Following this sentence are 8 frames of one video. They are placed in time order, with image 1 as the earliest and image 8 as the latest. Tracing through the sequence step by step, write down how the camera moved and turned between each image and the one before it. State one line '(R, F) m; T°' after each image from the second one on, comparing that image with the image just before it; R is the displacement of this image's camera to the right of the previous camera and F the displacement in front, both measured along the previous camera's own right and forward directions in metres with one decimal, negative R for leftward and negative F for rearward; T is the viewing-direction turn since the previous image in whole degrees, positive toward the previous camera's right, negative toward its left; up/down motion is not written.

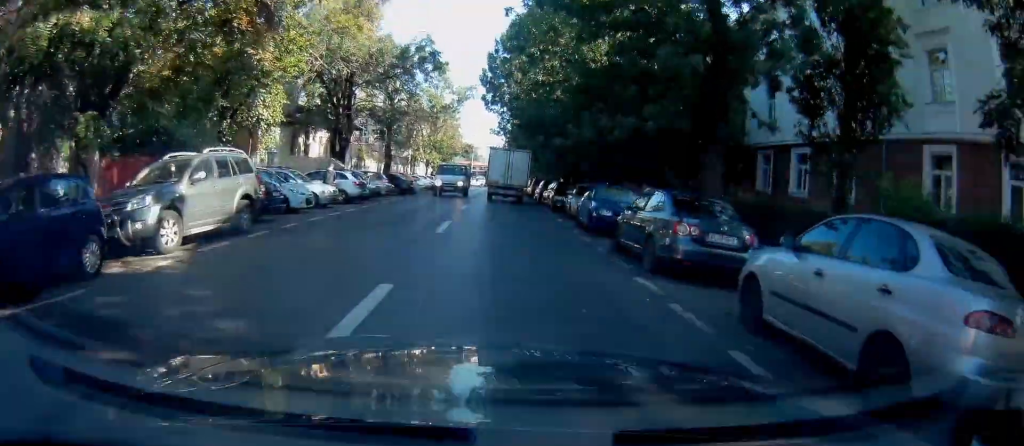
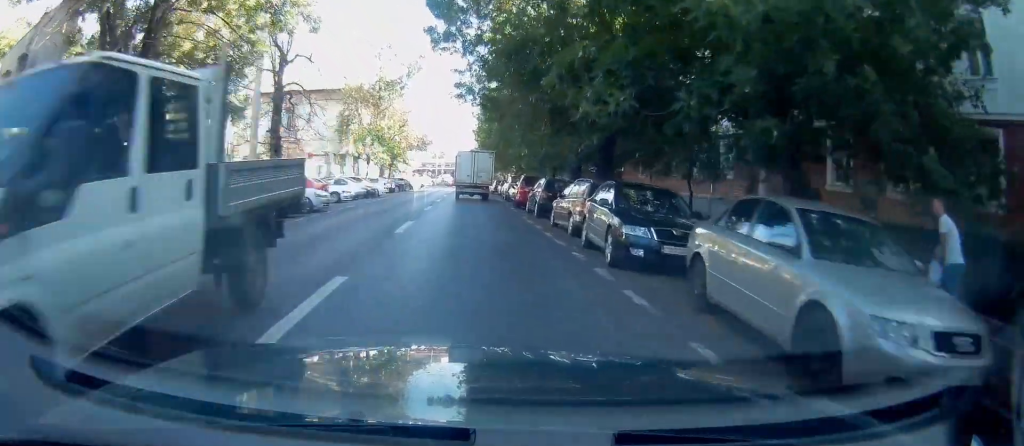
(+0.9, +16.7) m; +3°
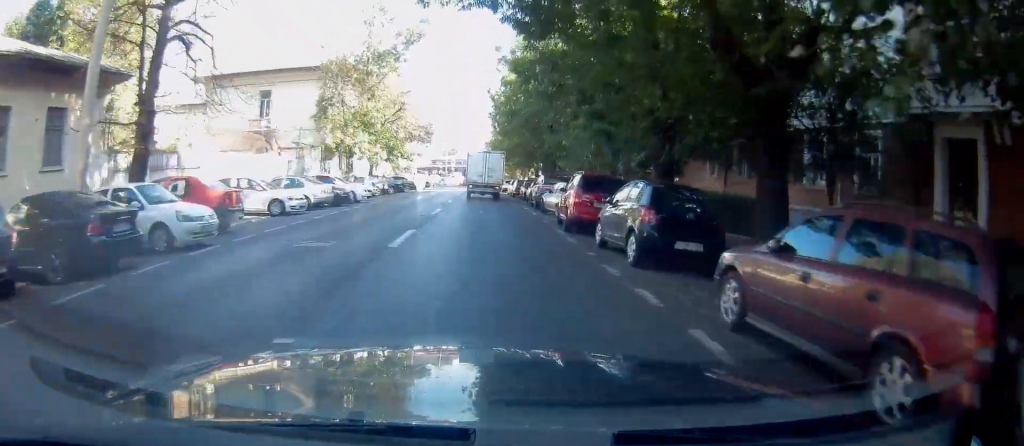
(+0.2, +11.0) m; +1°
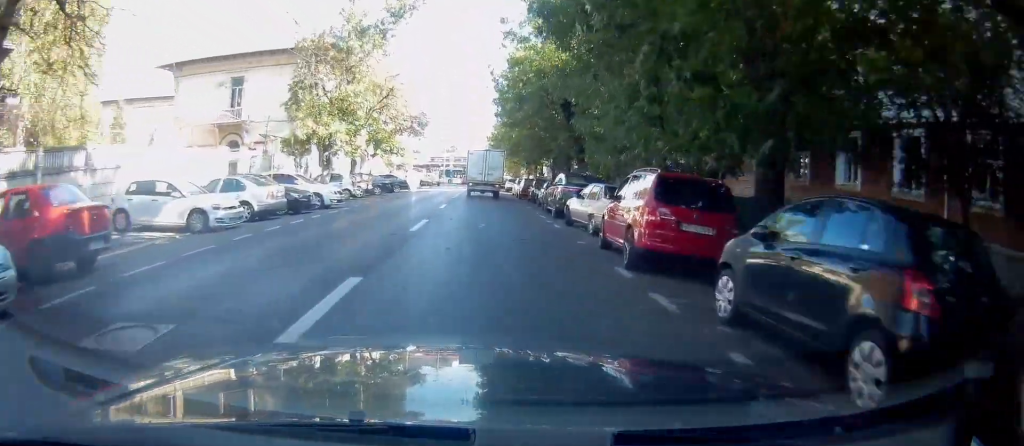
(+0.1, +6.1) m; +1°
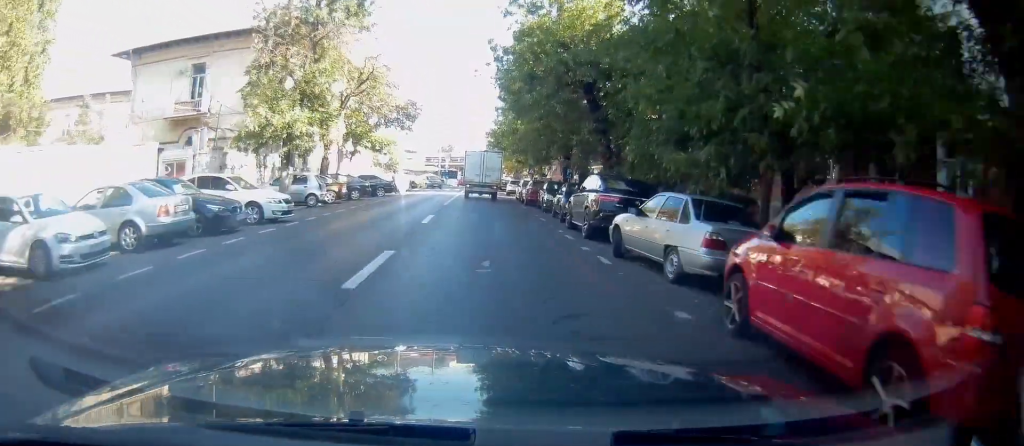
(0.0, +6.3) m; +1°
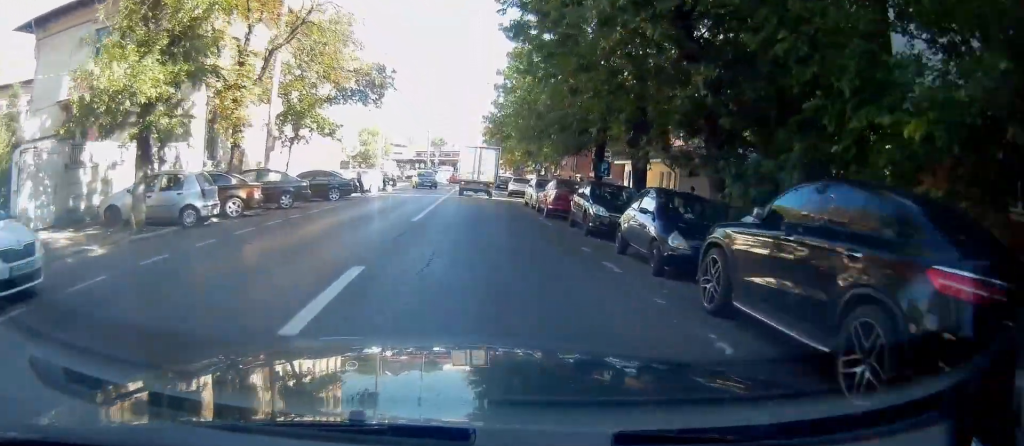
(+0.2, +11.2) m; +1°
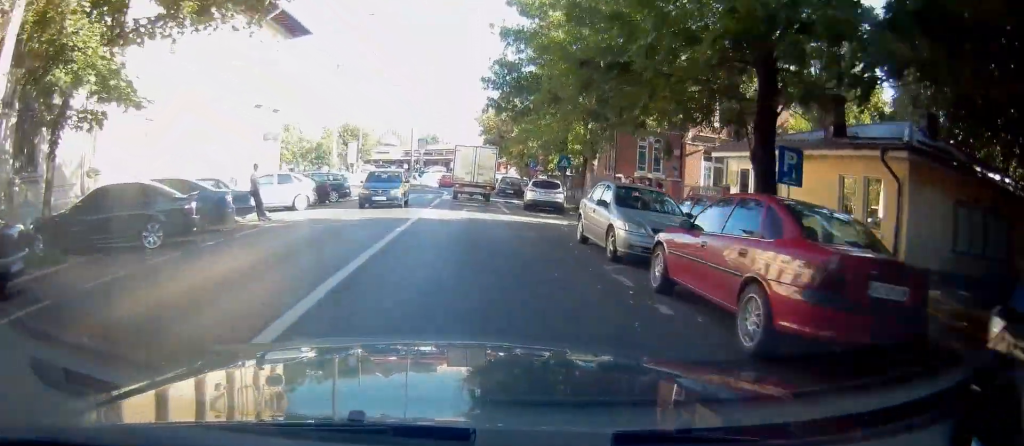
(0.0, +16.1) m; 0°
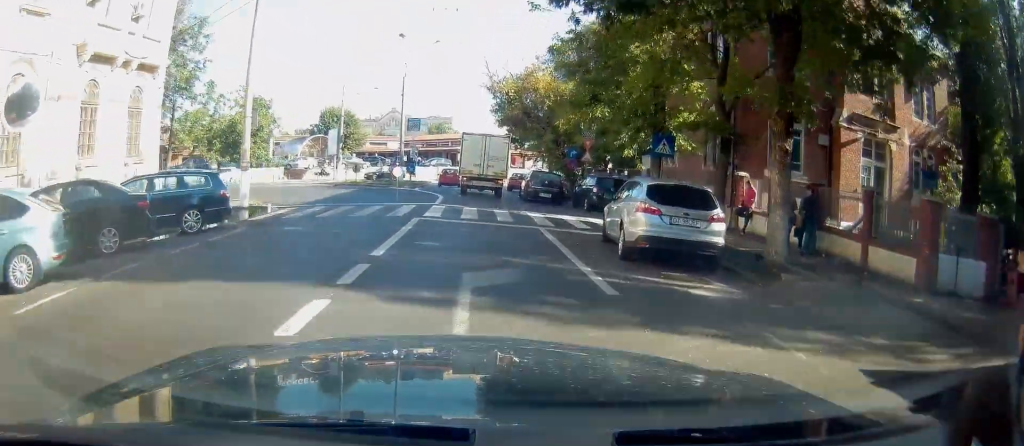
(+0.2, +16.5) m; +1°
